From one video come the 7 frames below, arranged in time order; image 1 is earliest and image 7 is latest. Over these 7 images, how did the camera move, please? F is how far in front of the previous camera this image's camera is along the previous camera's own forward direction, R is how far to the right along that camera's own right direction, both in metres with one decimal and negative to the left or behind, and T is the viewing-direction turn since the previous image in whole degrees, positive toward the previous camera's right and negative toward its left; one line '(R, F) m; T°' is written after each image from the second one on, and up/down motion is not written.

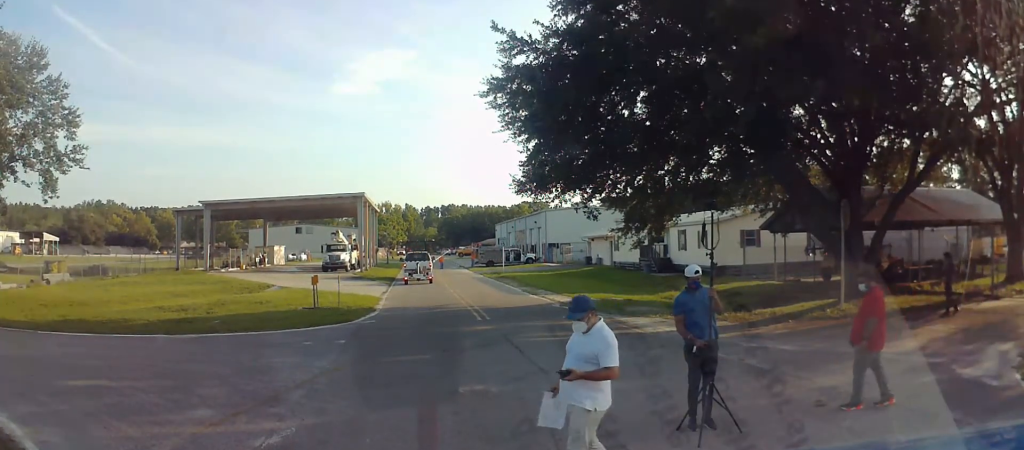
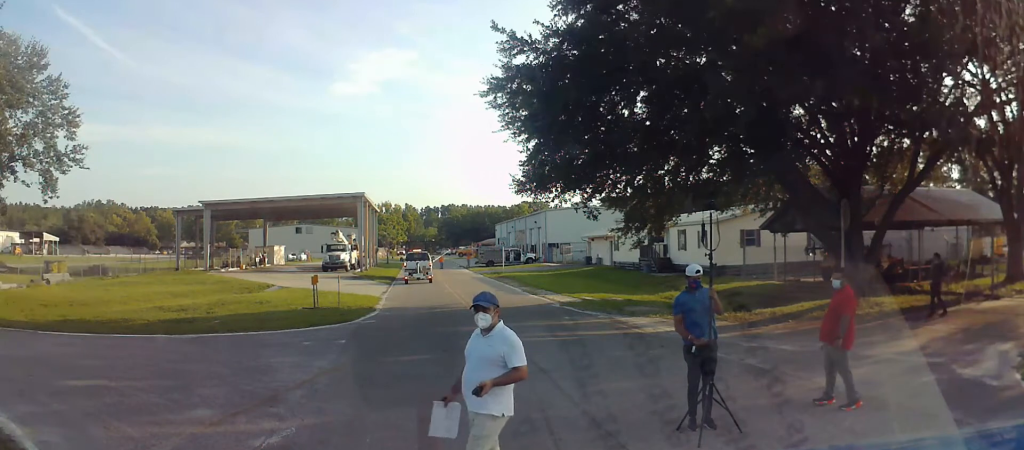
(0.0, 0.0) m; 0°
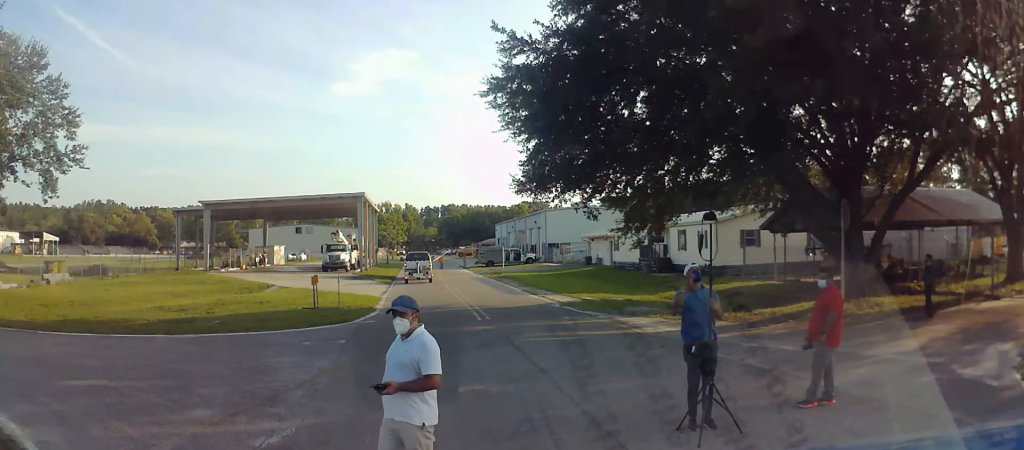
(0.0, 0.0) m; 0°
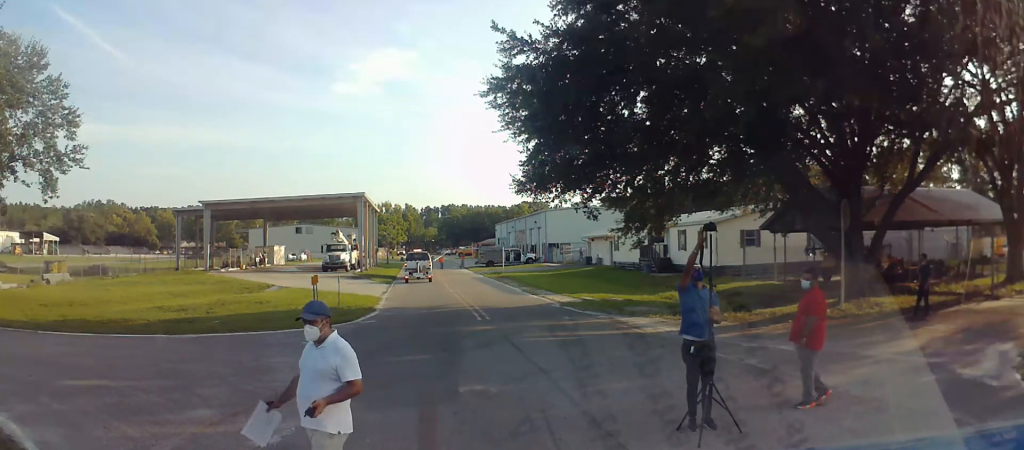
(0.0, 0.0) m; 0°
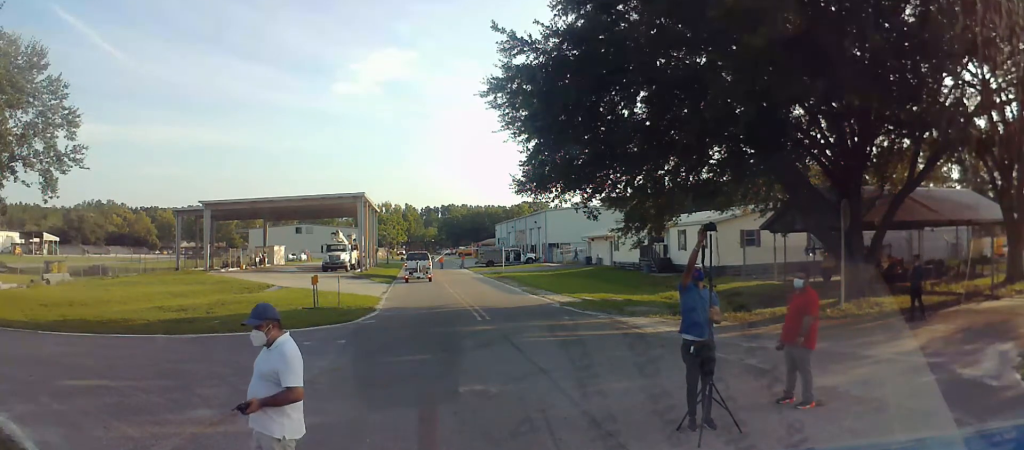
(0.0, 0.0) m; 0°
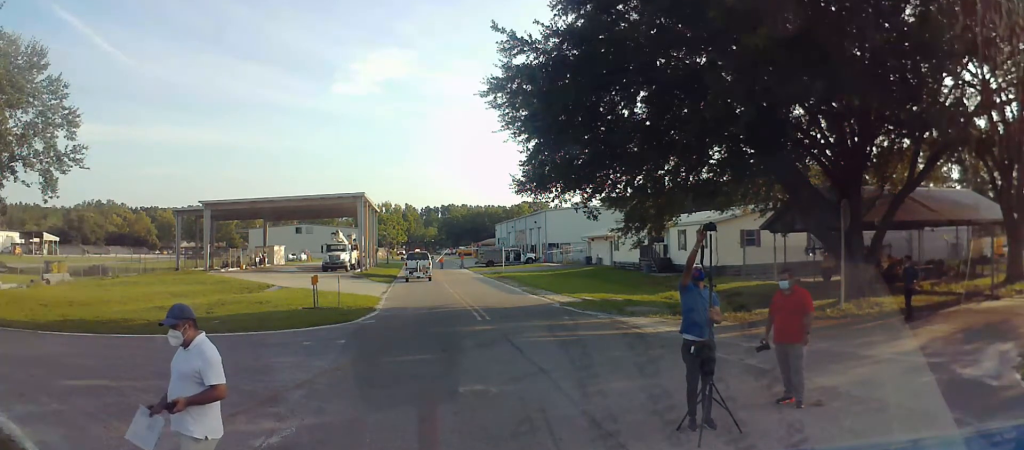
(0.0, 0.0) m; 0°
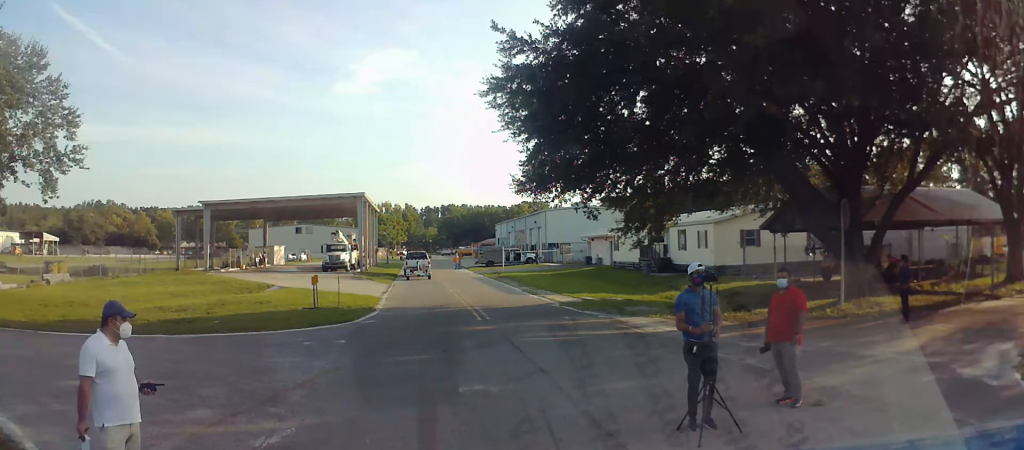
(0.0, 0.0) m; 0°
